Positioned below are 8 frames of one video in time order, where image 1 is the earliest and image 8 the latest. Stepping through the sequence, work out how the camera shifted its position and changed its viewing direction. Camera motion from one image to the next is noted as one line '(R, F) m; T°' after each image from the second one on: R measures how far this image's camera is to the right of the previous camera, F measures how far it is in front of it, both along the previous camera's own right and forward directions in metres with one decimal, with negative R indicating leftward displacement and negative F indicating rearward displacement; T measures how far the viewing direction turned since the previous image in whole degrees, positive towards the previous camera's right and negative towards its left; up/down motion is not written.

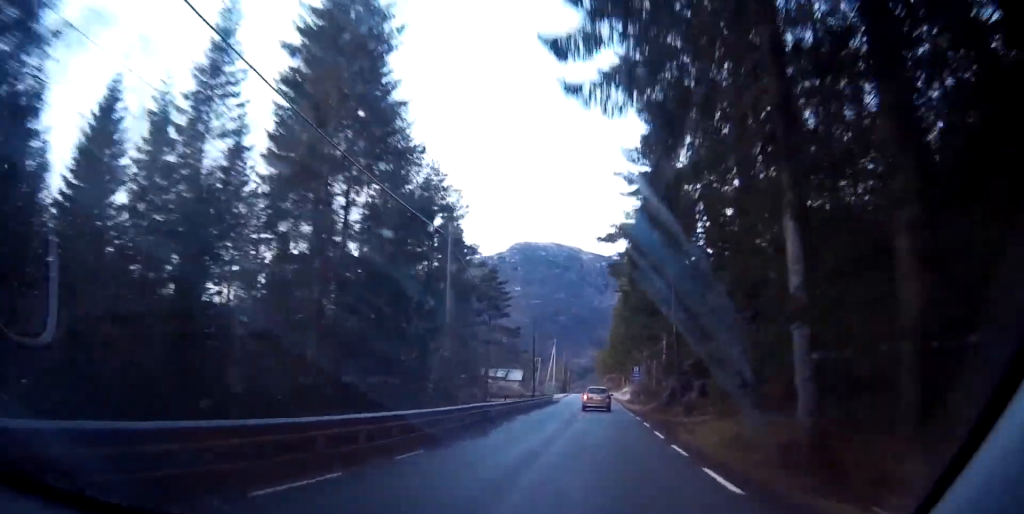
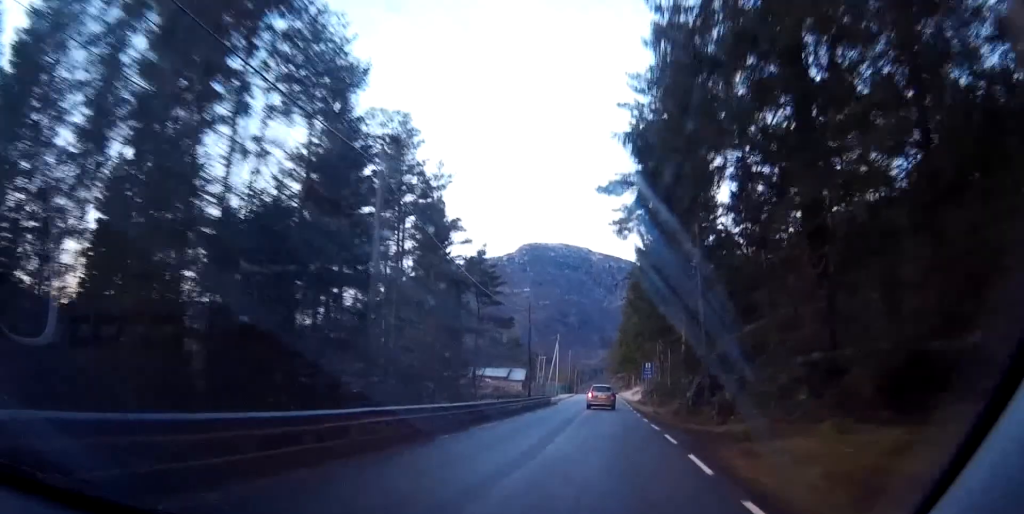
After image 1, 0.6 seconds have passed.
(0.0, +10.3) m; -2°
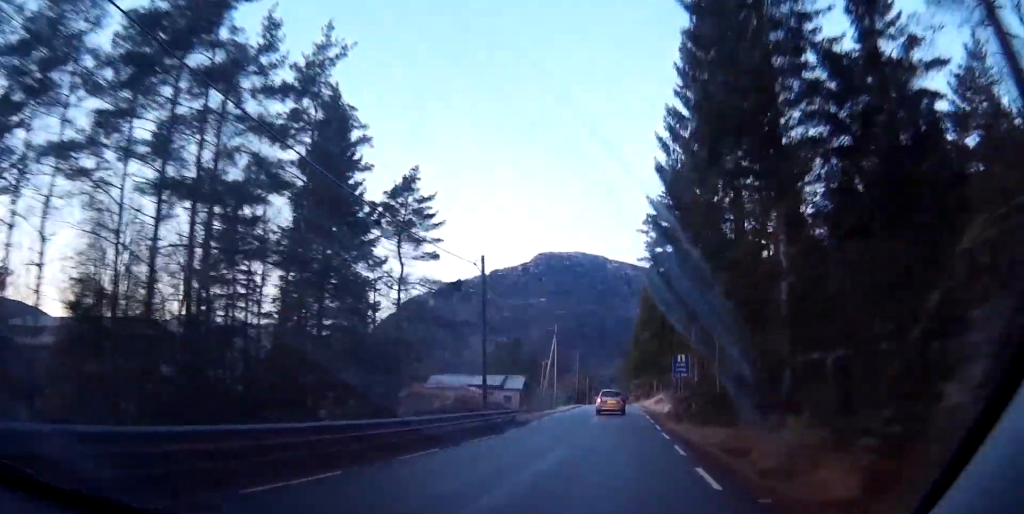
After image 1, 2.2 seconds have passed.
(-0.6, +25.4) m; +1°
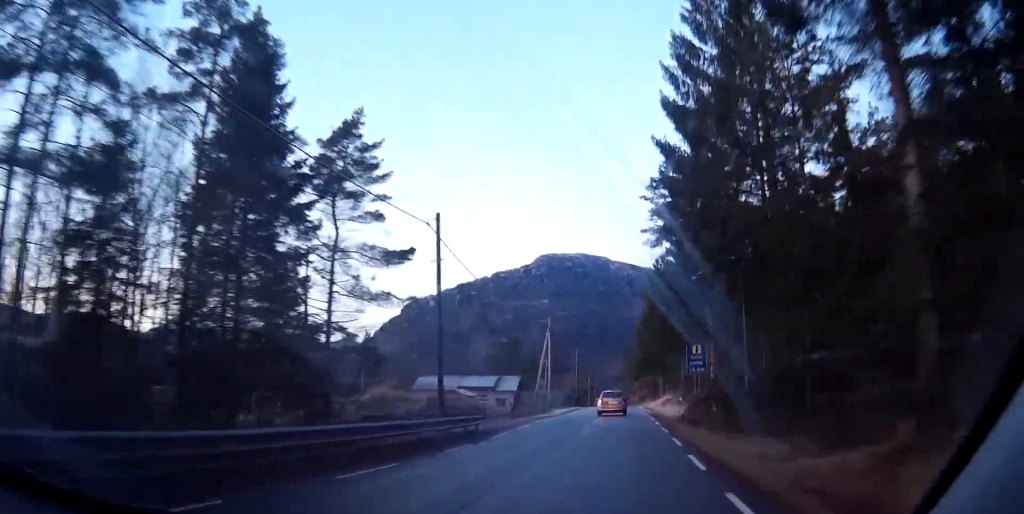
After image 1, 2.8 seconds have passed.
(0.0, +9.1) m; +2°
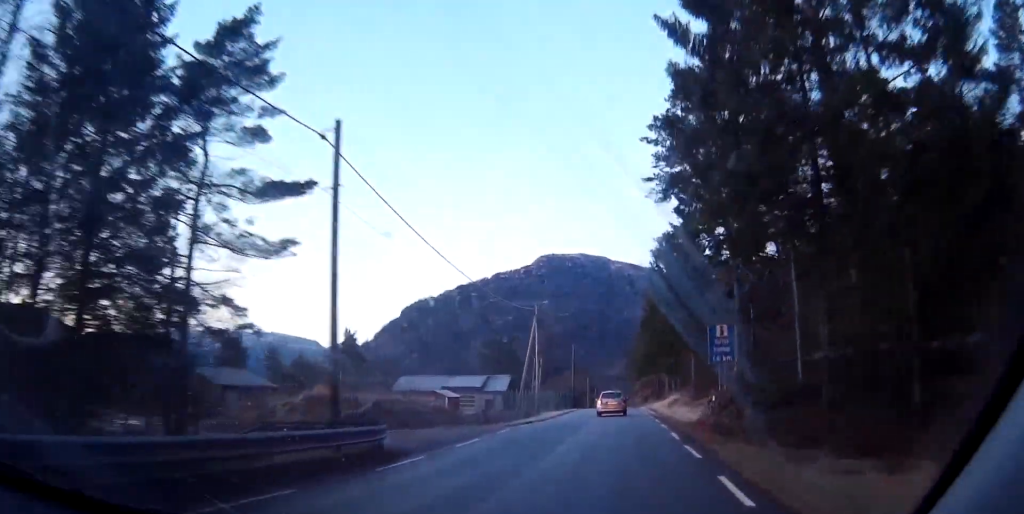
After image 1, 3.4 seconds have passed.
(+0.3, +10.2) m; +1°
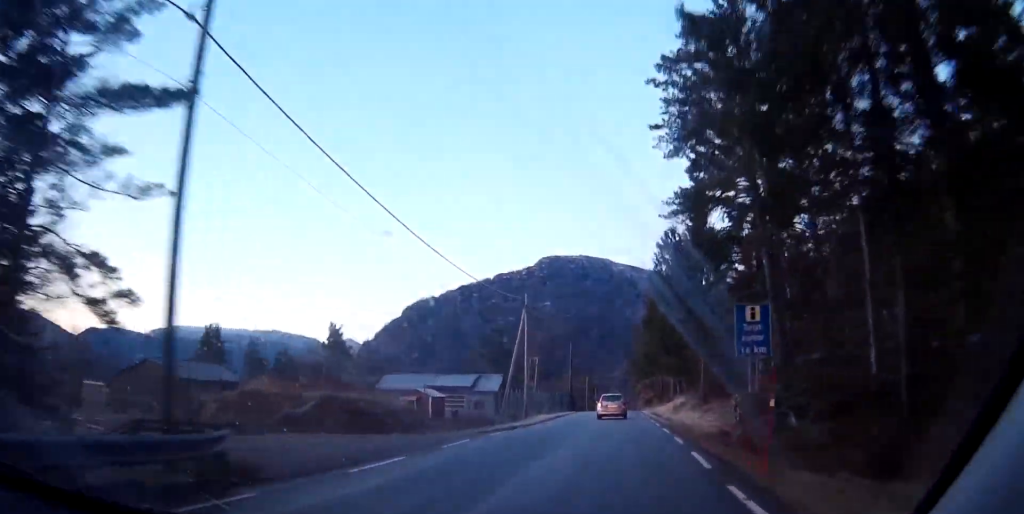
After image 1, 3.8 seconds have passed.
(+0.1, +7.0) m; +1°
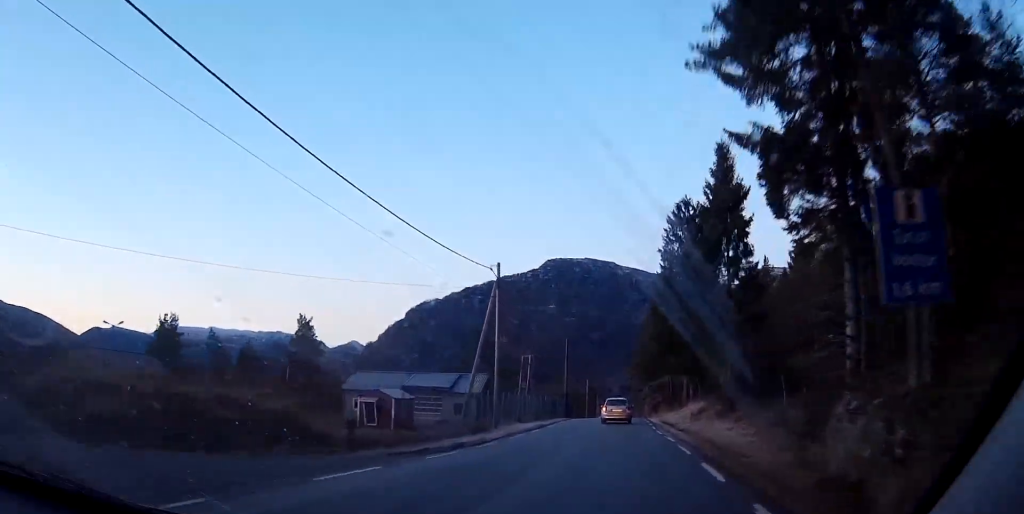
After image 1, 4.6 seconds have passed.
(+0.1, +13.1) m; -1°
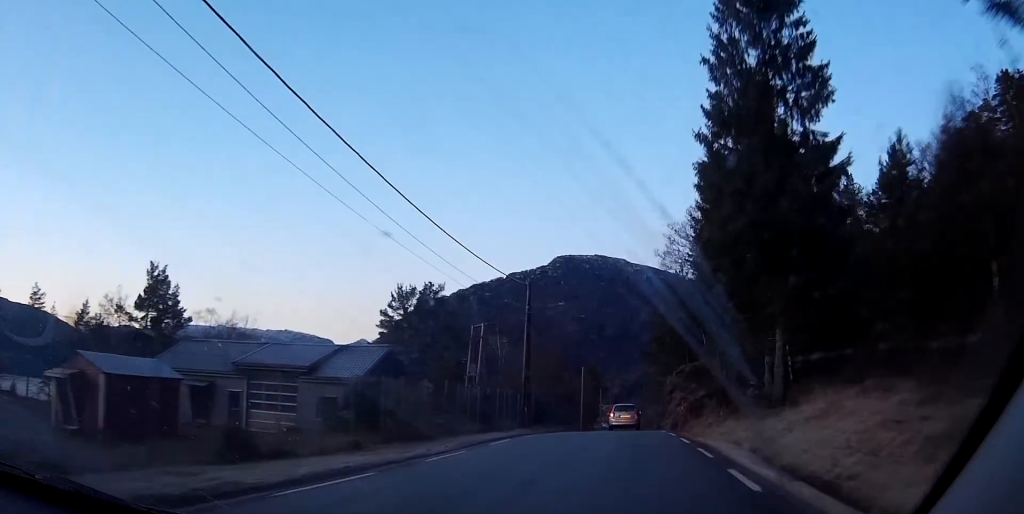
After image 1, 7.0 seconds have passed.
(-1.3, +38.3) m; -2°
